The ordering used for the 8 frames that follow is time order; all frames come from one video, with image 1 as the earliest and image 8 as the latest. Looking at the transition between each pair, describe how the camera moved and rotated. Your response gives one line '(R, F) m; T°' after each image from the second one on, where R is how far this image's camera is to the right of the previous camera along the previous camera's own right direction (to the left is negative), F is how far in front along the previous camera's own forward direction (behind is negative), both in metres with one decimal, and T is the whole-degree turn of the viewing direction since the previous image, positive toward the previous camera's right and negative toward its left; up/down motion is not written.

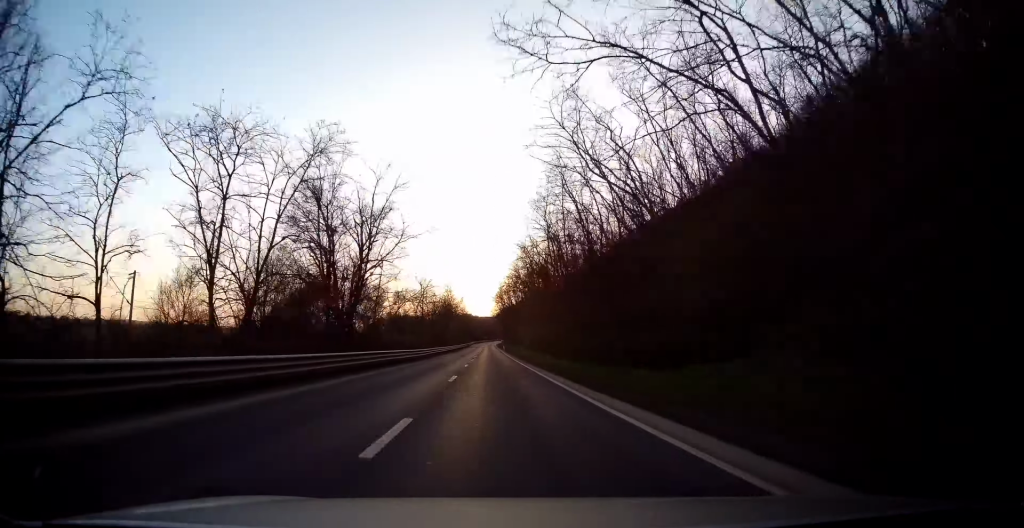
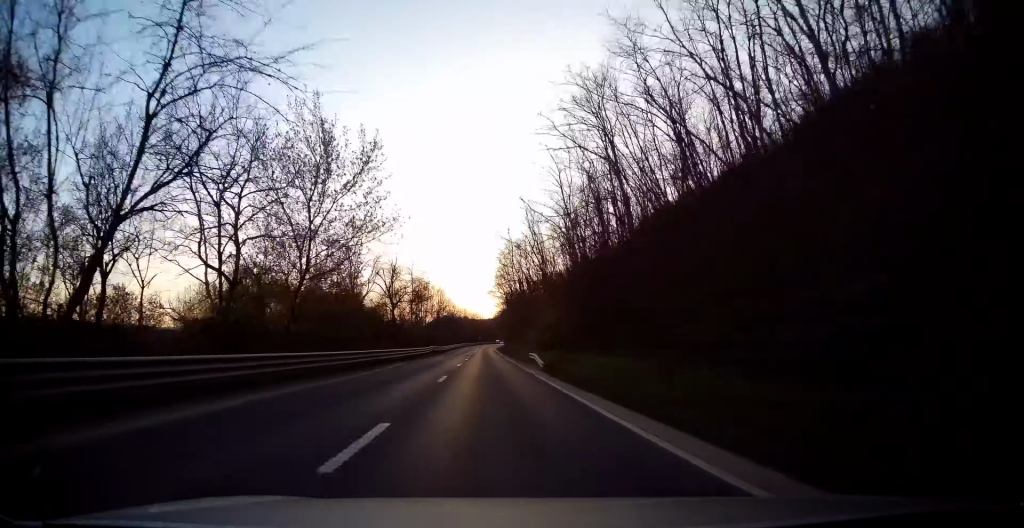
(+1.1, +75.5) m; +1°
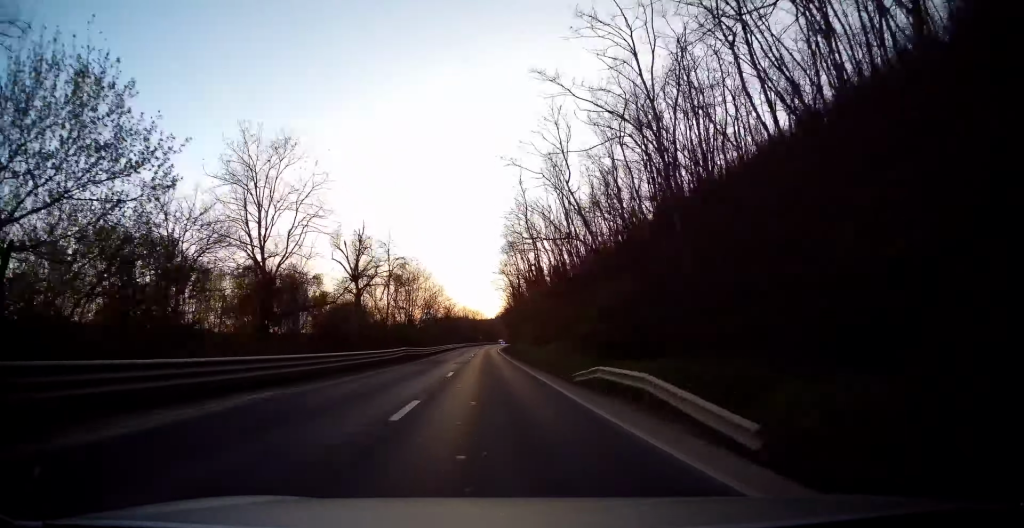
(-0.2, +21.3) m; 0°
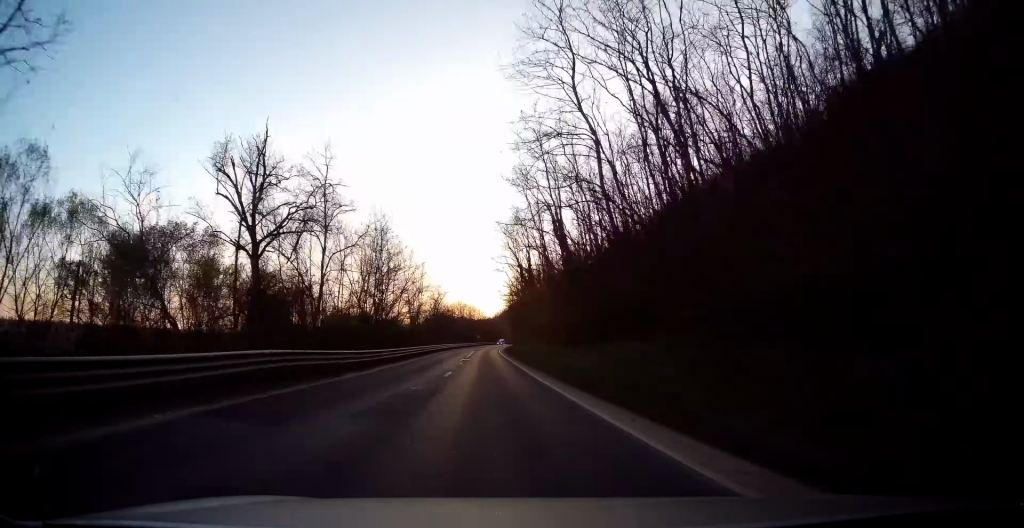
(0.0, +24.8) m; +1°
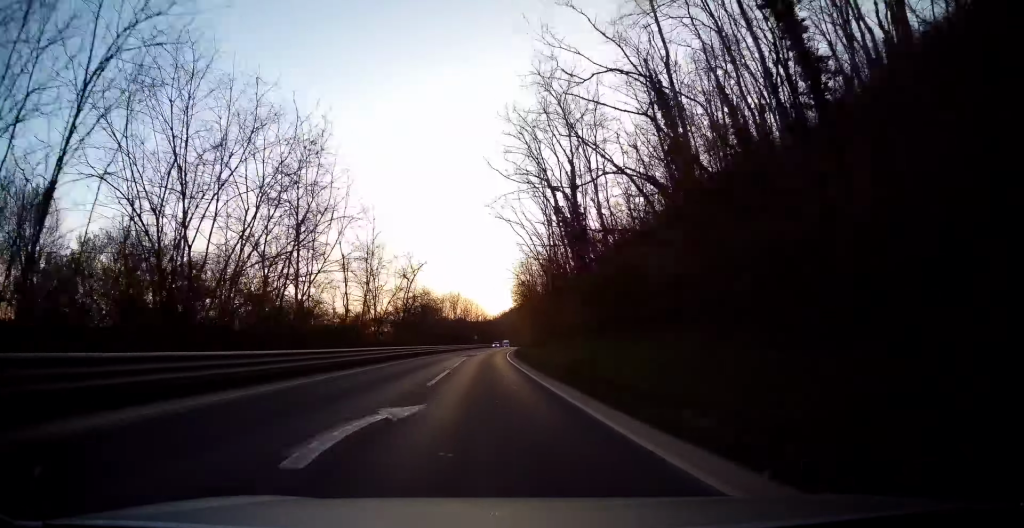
(+0.2, +33.8) m; 0°
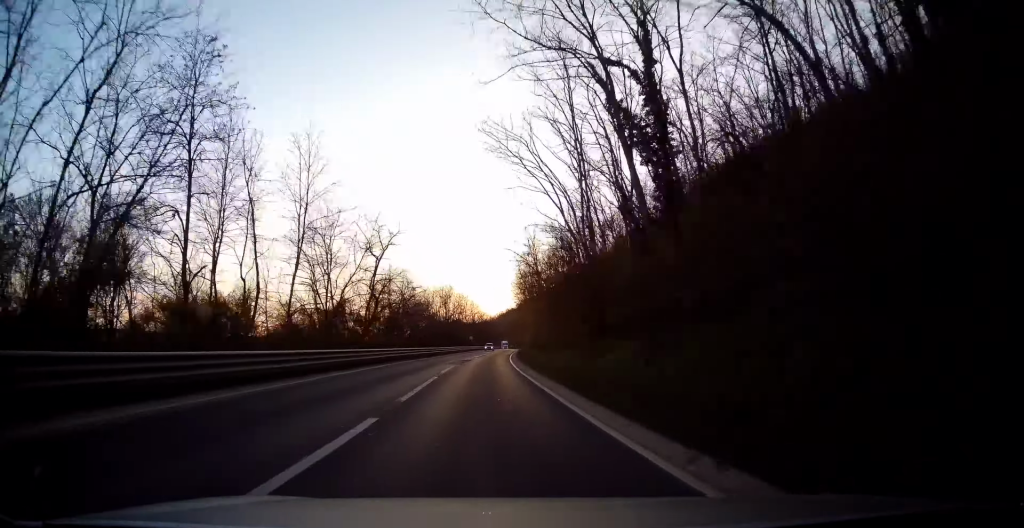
(-0.2, +16.0) m; -1°
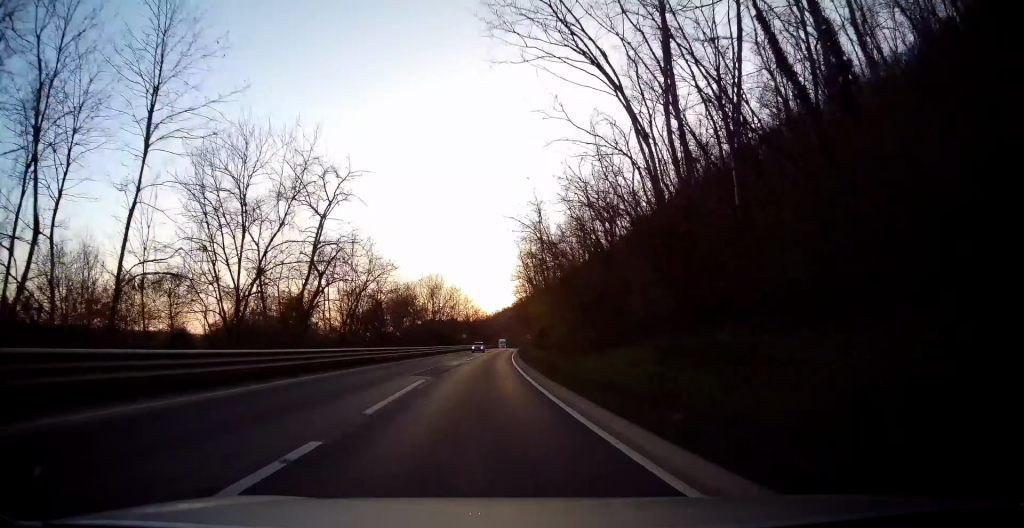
(0.0, +14.1) m; 0°
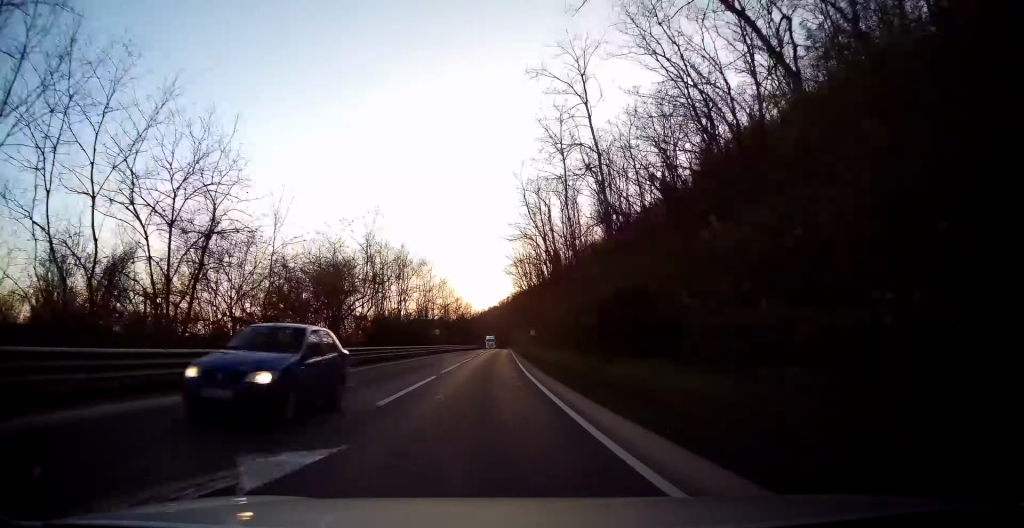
(+0.4, +32.5) m; +2°
